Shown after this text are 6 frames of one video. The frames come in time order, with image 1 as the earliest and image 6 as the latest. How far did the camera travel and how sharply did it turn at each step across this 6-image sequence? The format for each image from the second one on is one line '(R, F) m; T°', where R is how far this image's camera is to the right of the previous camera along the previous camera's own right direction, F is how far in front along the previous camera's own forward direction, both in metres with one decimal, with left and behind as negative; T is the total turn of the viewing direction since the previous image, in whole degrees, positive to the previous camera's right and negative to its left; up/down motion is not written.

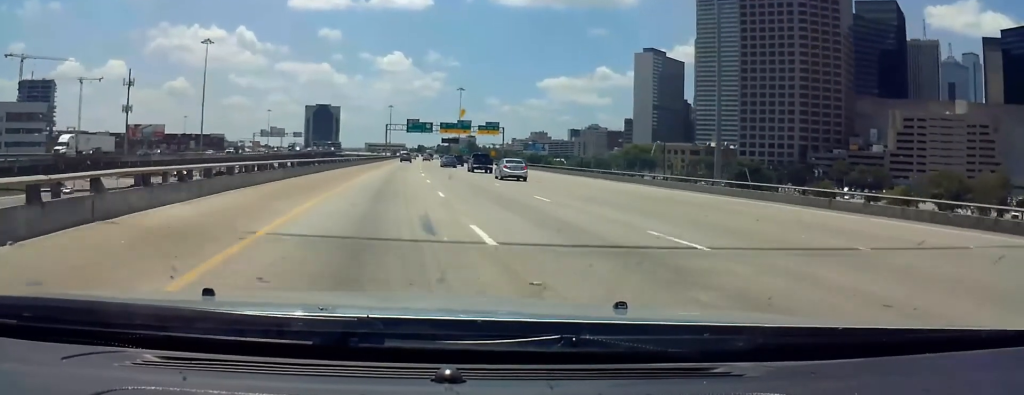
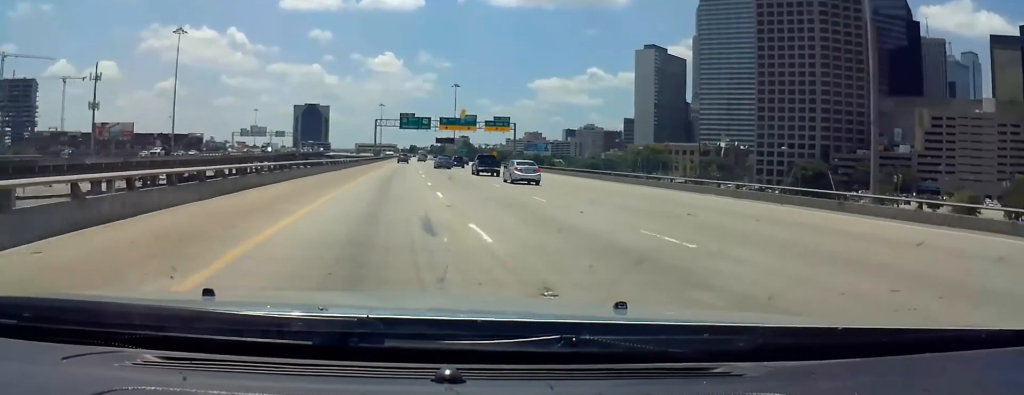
(0.0, +23.9) m; +1°
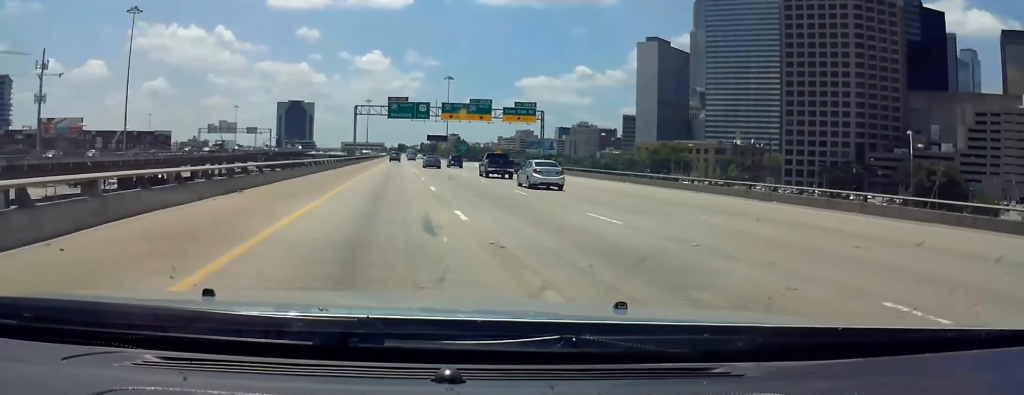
(+0.5, +32.2) m; +1°
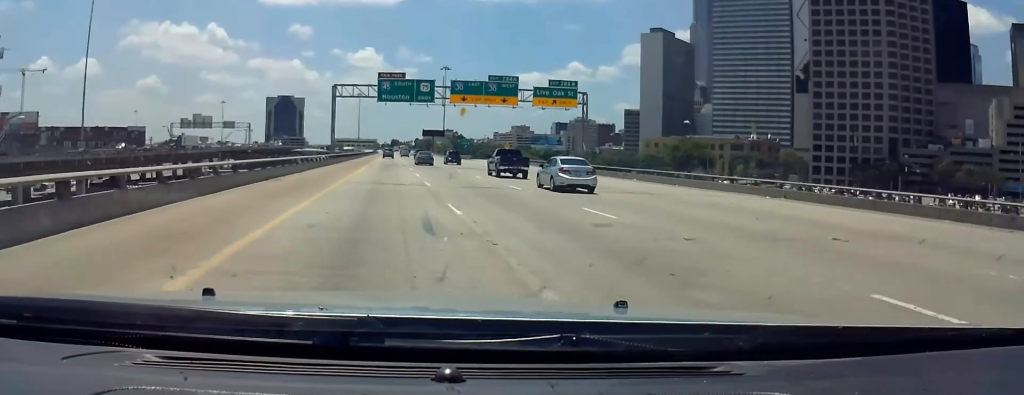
(0.0, +24.1) m; 0°
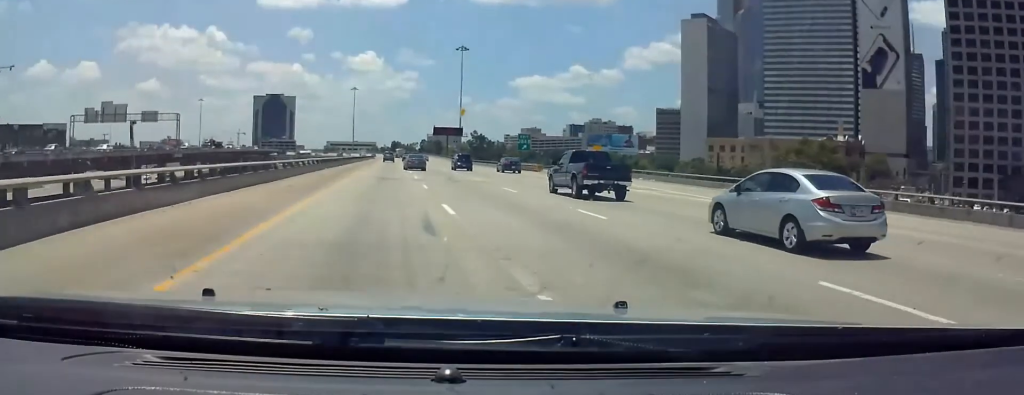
(-0.9, +73.1) m; 0°
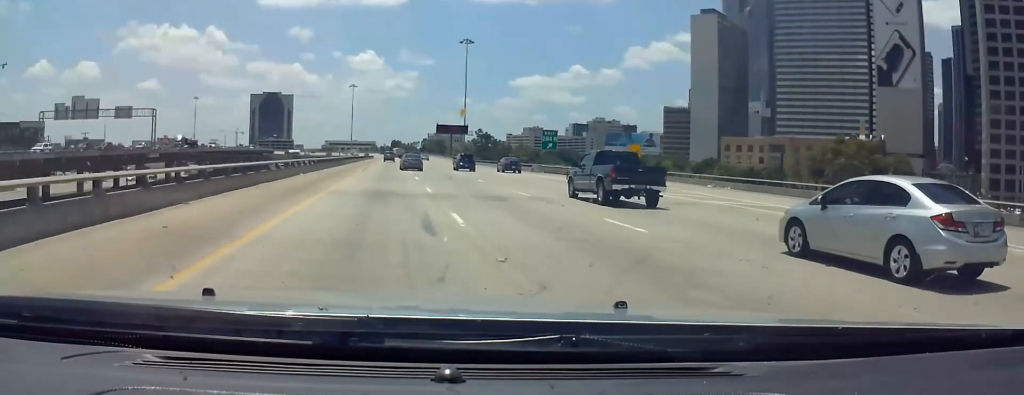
(+0.1, +15.0) m; 0°
